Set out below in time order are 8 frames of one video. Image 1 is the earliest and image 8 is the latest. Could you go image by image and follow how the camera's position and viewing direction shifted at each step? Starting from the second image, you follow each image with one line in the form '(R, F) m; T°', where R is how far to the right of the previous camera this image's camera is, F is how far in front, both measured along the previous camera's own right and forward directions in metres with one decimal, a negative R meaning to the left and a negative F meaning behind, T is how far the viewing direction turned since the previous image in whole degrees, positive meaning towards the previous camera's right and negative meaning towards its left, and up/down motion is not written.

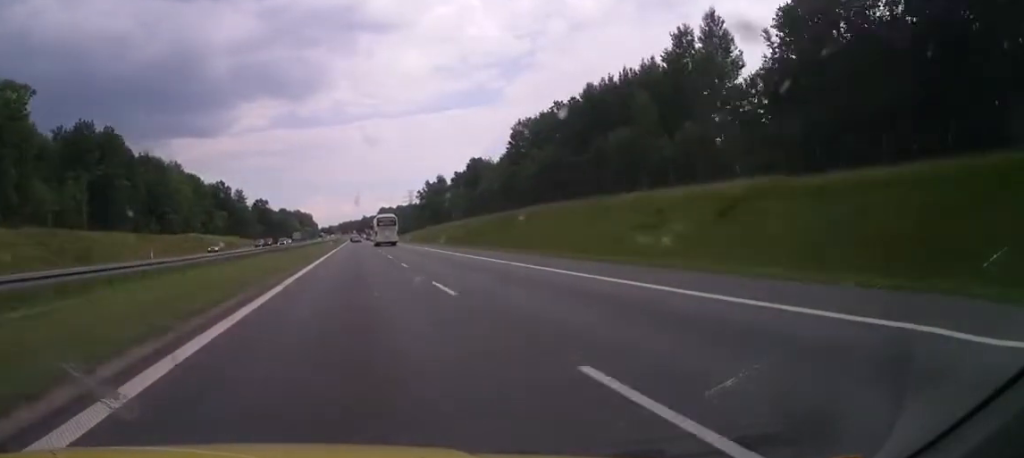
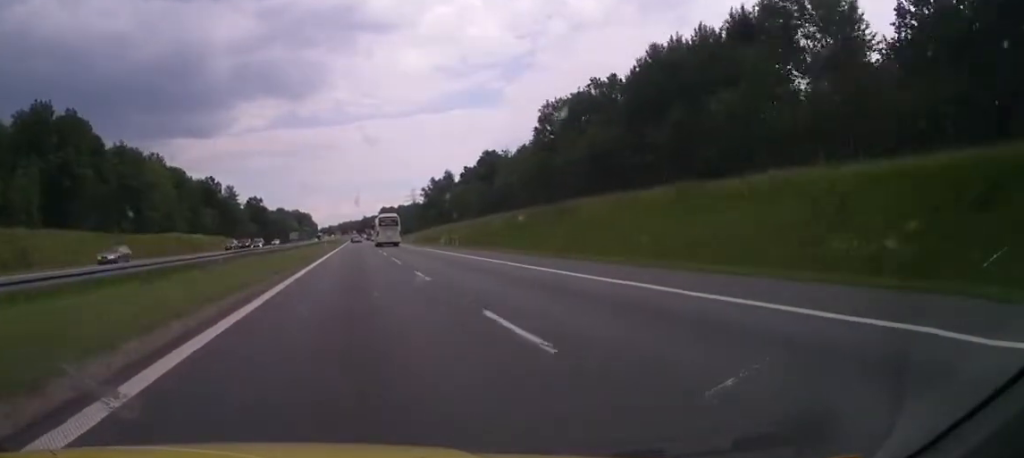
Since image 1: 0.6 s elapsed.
(0.0, +19.0) m; 0°
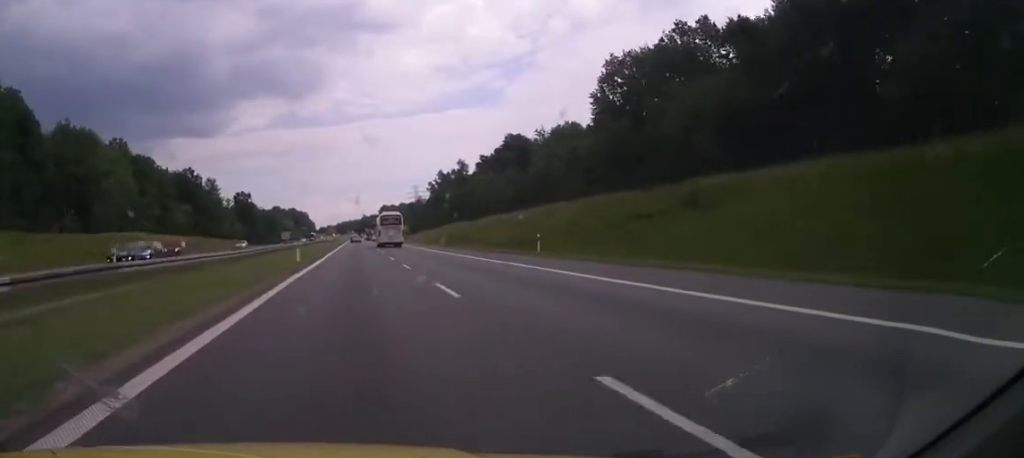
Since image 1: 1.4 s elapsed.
(0.0, +29.1) m; -1°
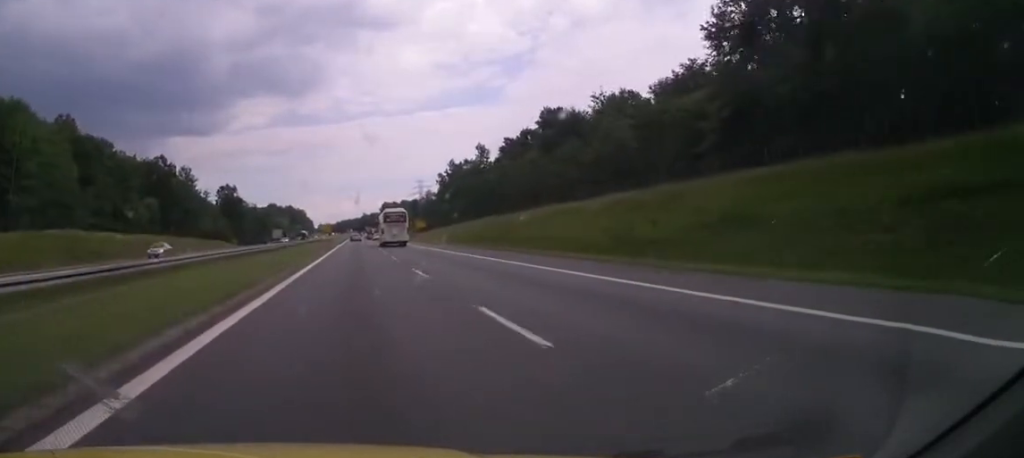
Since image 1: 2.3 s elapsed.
(-0.3, +30.1) m; -1°
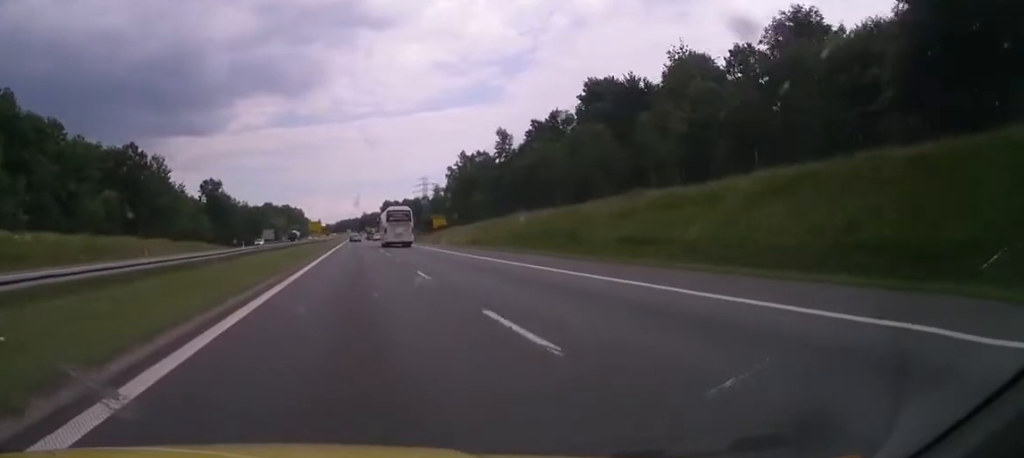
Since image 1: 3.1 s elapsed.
(-0.2, +24.5) m; 0°
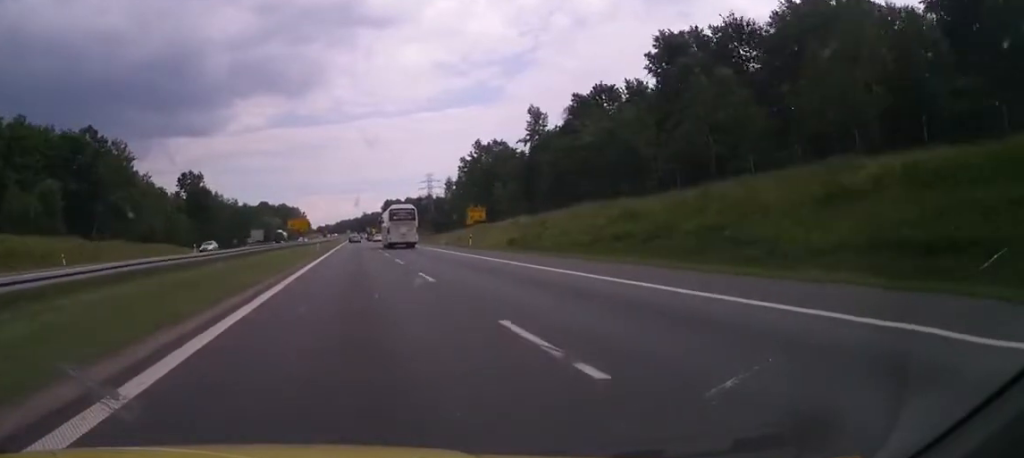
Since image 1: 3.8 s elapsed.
(0.0, +25.6) m; +1°
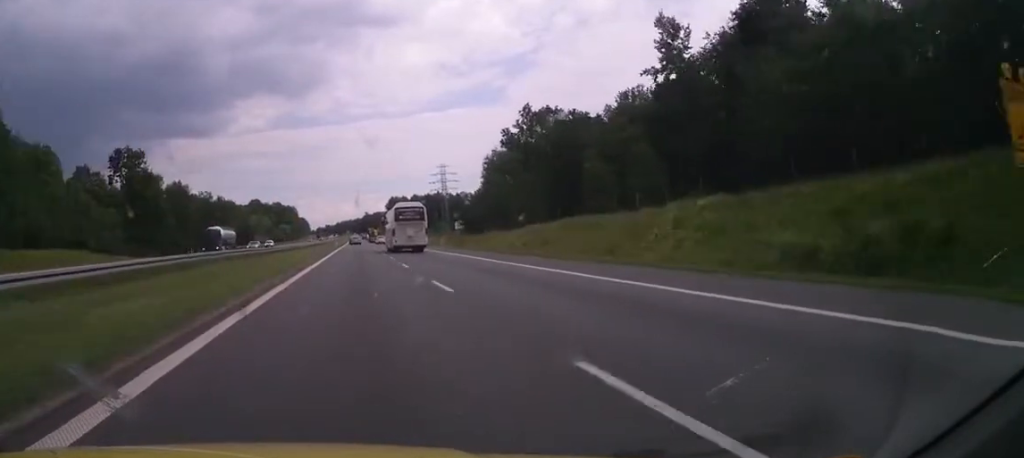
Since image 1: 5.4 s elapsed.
(+0.3, +51.8) m; -1°
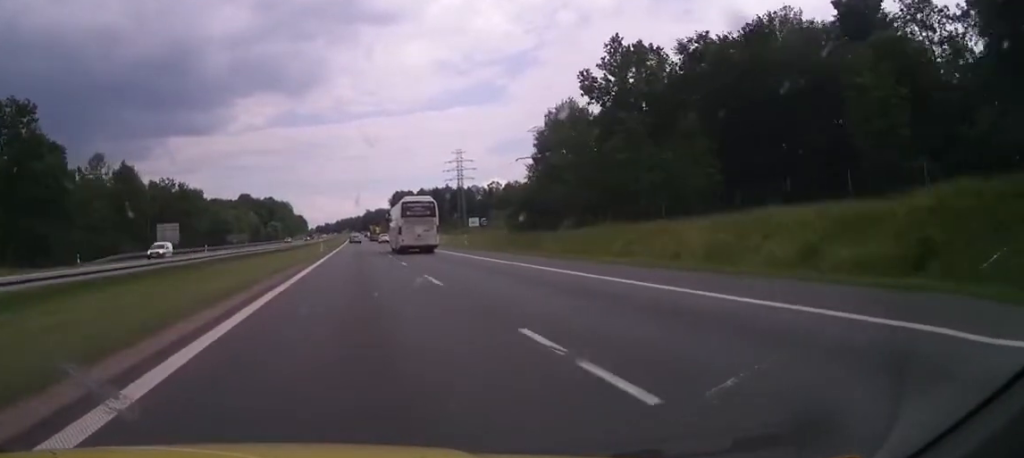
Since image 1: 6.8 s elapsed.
(-0.7, +46.4) m; 0°
